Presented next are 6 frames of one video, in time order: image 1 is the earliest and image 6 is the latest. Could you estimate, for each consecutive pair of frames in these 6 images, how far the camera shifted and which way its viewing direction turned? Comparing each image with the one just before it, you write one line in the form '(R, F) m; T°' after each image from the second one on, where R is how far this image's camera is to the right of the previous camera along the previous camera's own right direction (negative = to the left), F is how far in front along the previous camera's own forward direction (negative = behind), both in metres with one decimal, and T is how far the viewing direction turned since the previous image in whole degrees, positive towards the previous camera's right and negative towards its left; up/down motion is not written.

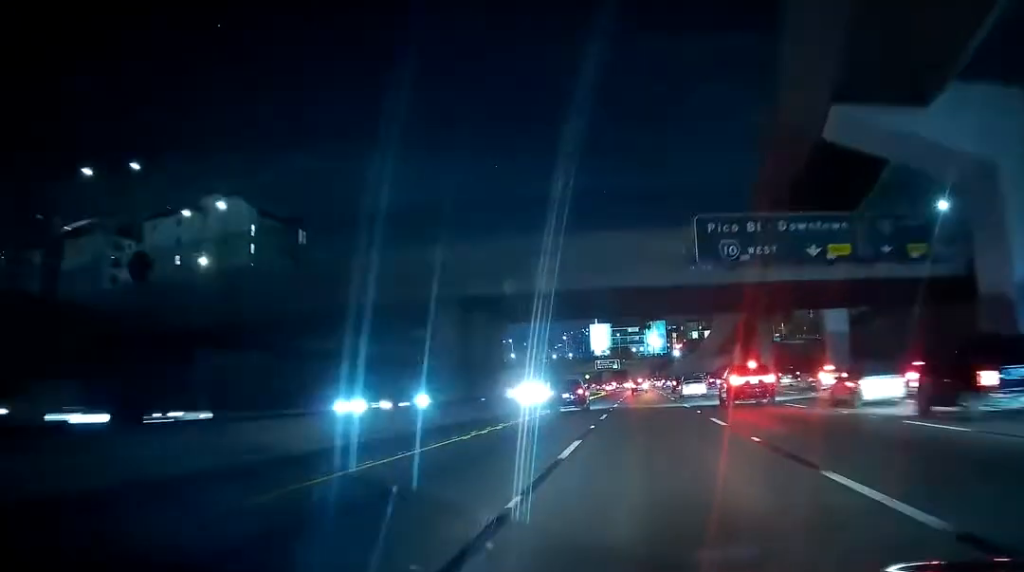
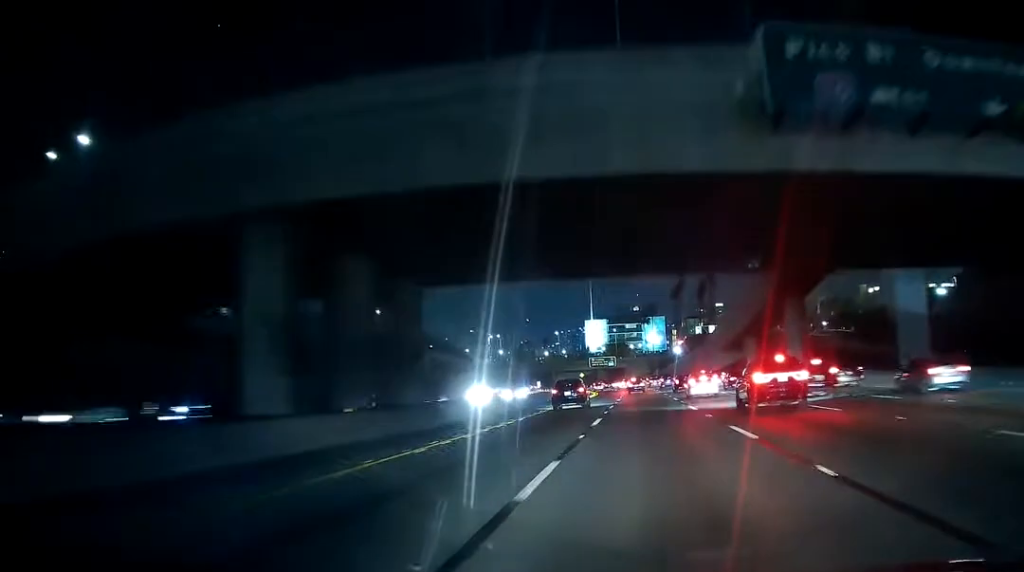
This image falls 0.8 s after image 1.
(-0.4, +19.8) m; -1°
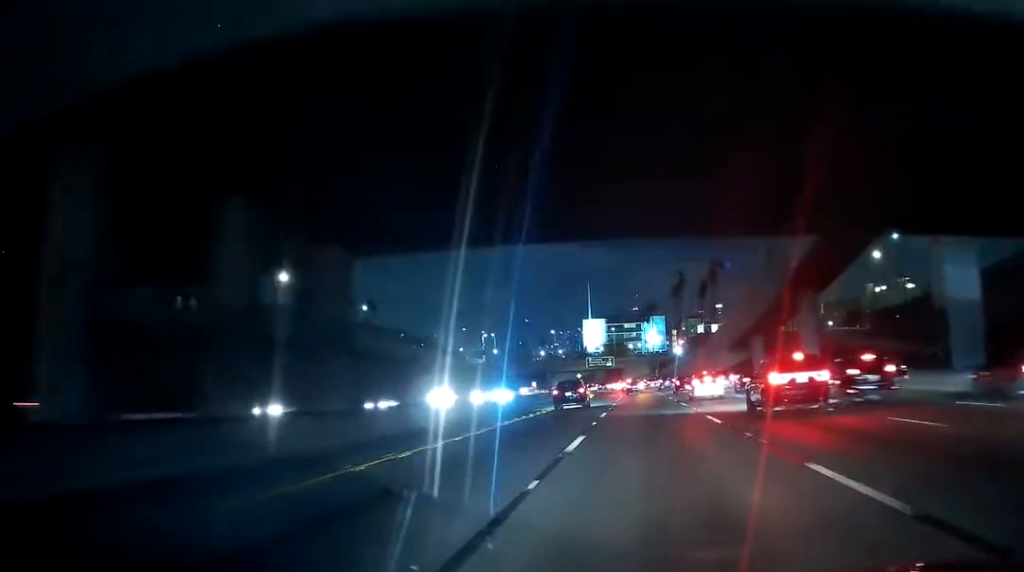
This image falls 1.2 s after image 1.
(-0.1, +9.5) m; 0°
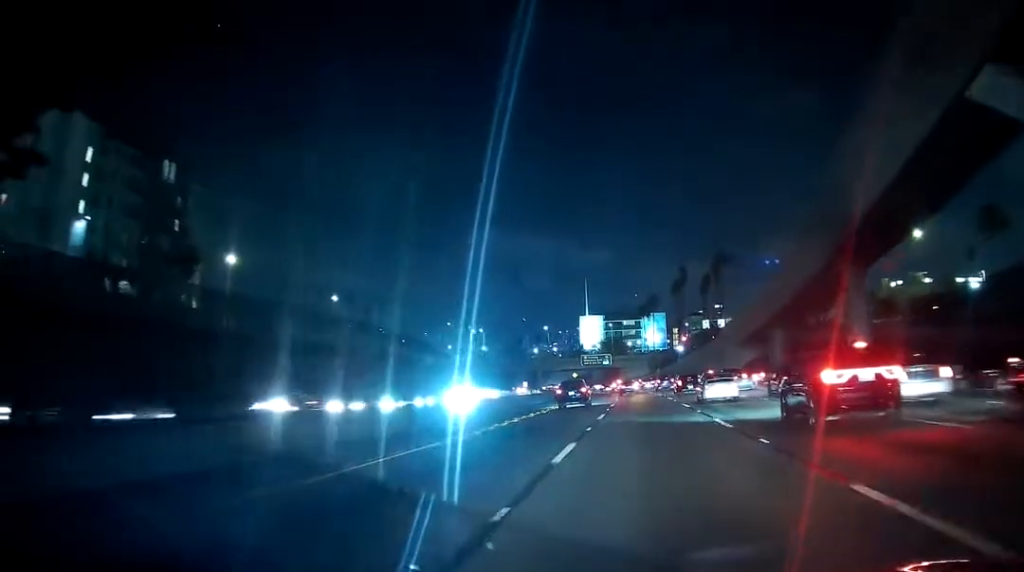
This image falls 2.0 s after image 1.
(-0.1, +16.9) m; 0°
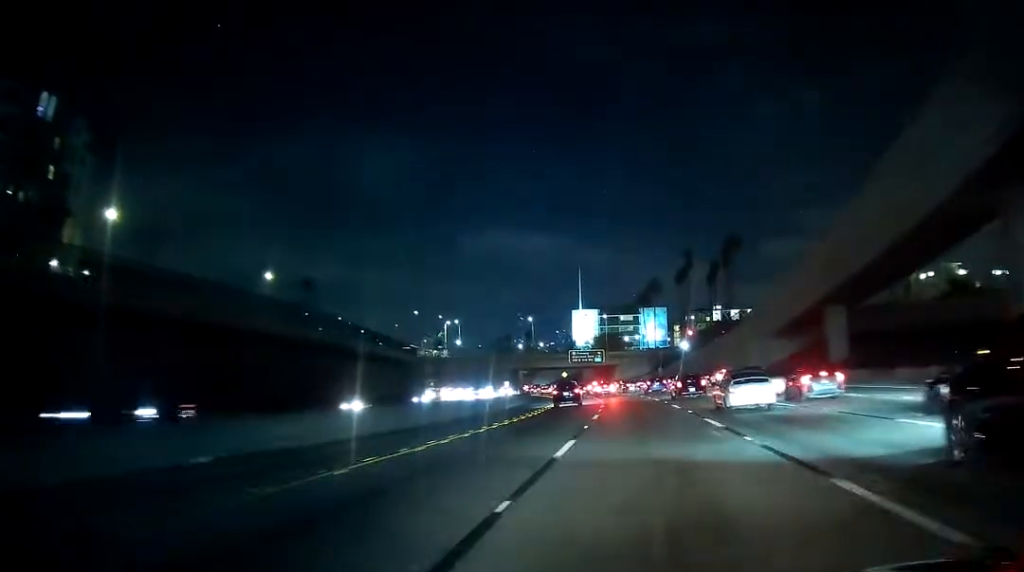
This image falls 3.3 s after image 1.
(+0.5, +28.8) m; +1°
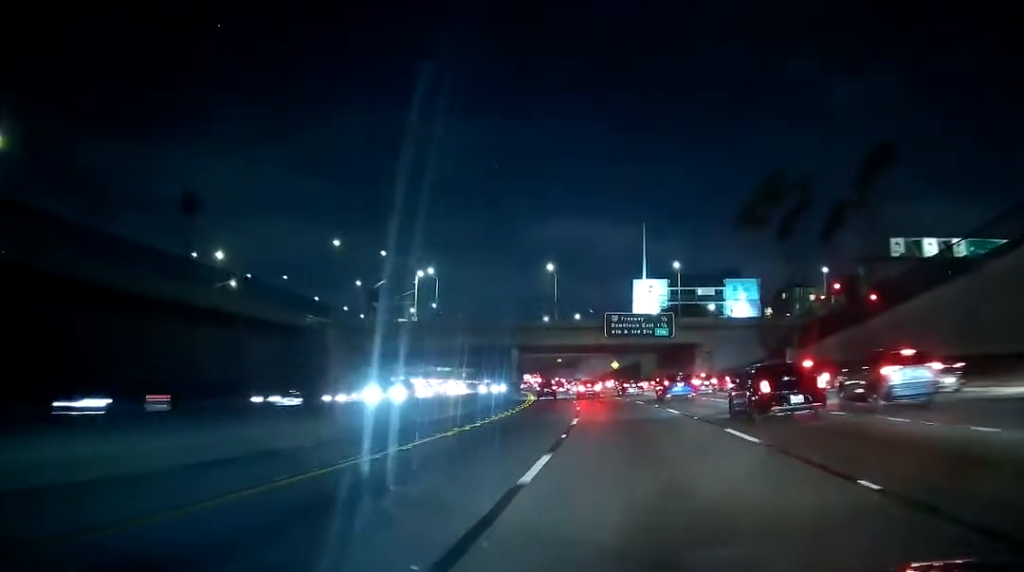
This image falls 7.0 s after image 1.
(-3.5, +74.4) m; -6°
